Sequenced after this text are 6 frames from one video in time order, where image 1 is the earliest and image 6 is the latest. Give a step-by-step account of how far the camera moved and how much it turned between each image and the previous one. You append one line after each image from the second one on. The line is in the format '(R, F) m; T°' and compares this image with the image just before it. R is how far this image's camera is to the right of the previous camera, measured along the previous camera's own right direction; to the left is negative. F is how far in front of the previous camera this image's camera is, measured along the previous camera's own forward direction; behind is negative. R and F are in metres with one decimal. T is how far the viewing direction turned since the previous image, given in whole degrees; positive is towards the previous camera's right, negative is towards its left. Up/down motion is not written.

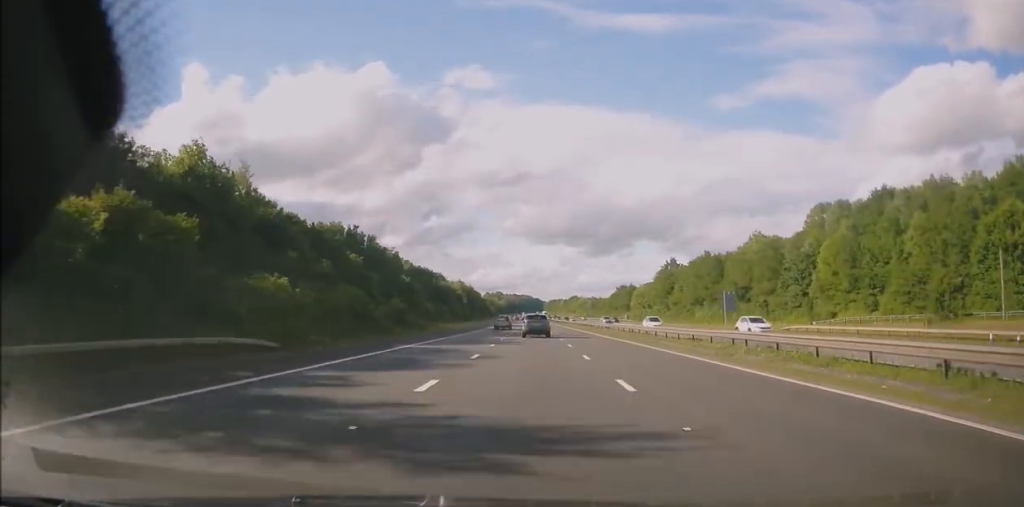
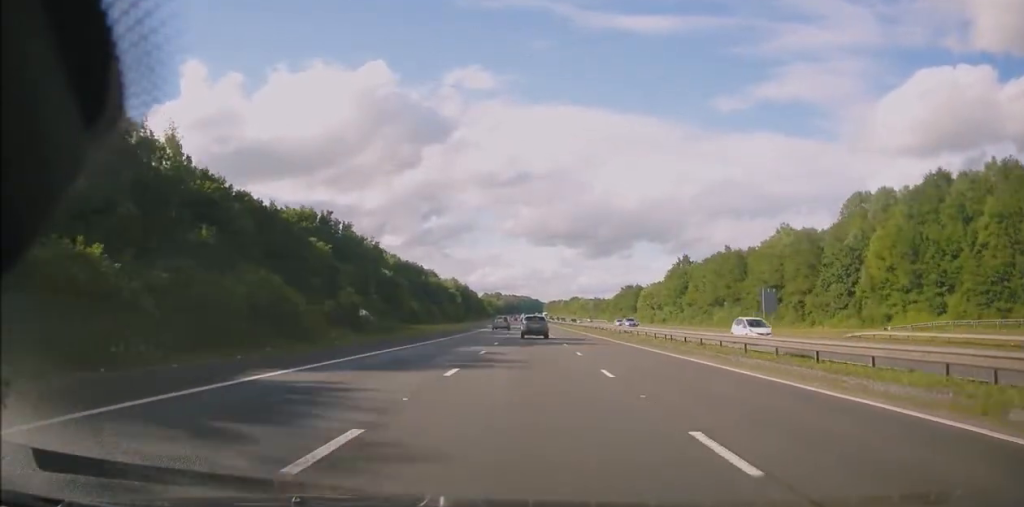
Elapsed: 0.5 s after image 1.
(0.0, +14.5) m; 0°
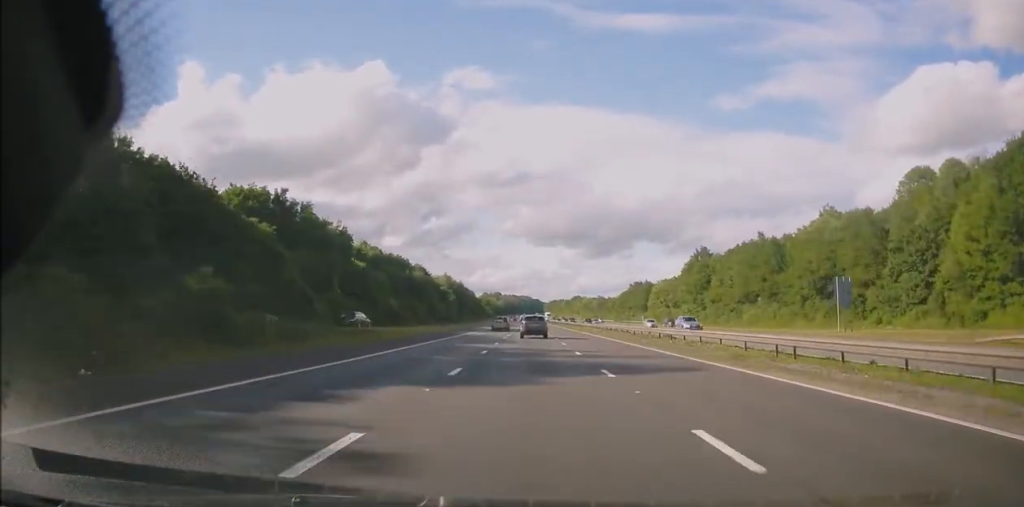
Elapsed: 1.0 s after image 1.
(+0.2, +17.7) m; 0°
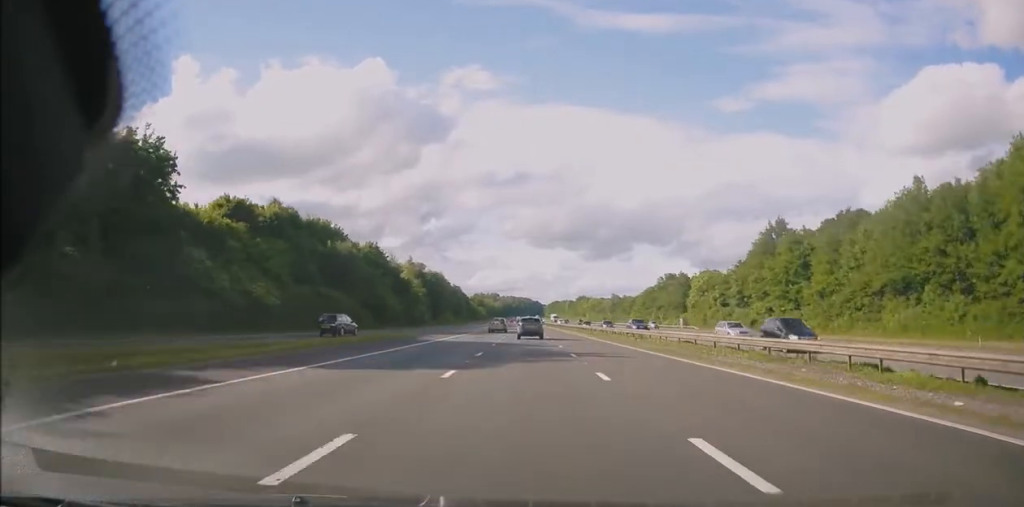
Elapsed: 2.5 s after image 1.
(-0.3, +45.7) m; 0°
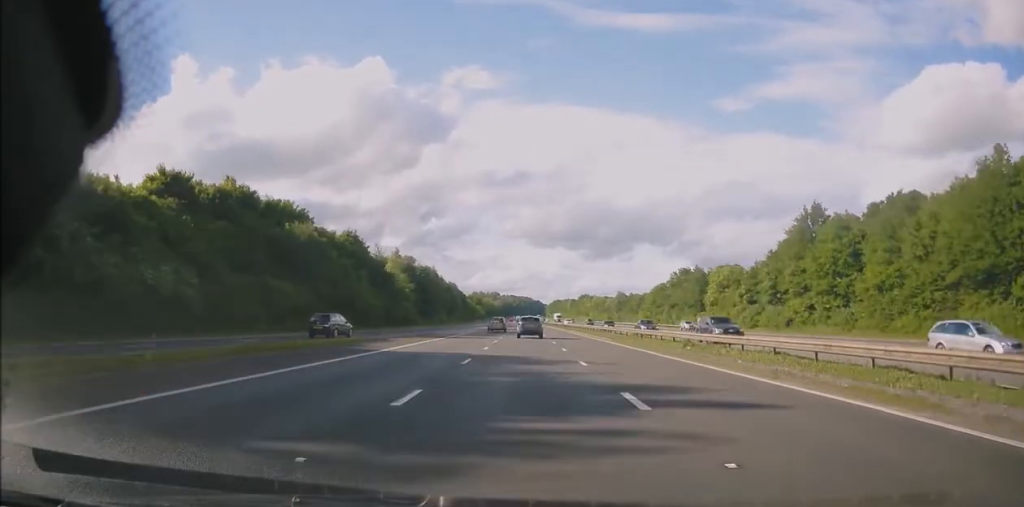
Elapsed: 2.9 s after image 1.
(0.0, +13.6) m; 0°
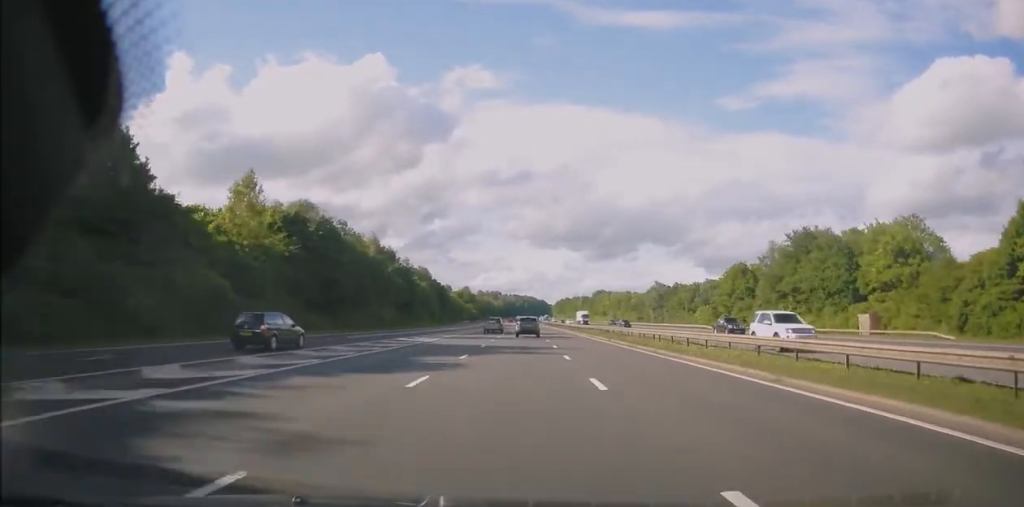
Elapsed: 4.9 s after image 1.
(+0.1, +59.7) m; 0°
